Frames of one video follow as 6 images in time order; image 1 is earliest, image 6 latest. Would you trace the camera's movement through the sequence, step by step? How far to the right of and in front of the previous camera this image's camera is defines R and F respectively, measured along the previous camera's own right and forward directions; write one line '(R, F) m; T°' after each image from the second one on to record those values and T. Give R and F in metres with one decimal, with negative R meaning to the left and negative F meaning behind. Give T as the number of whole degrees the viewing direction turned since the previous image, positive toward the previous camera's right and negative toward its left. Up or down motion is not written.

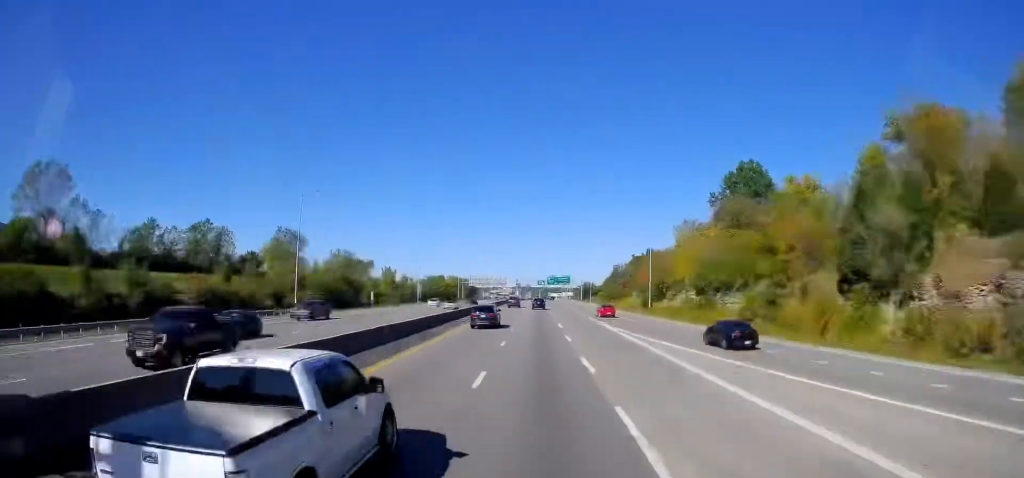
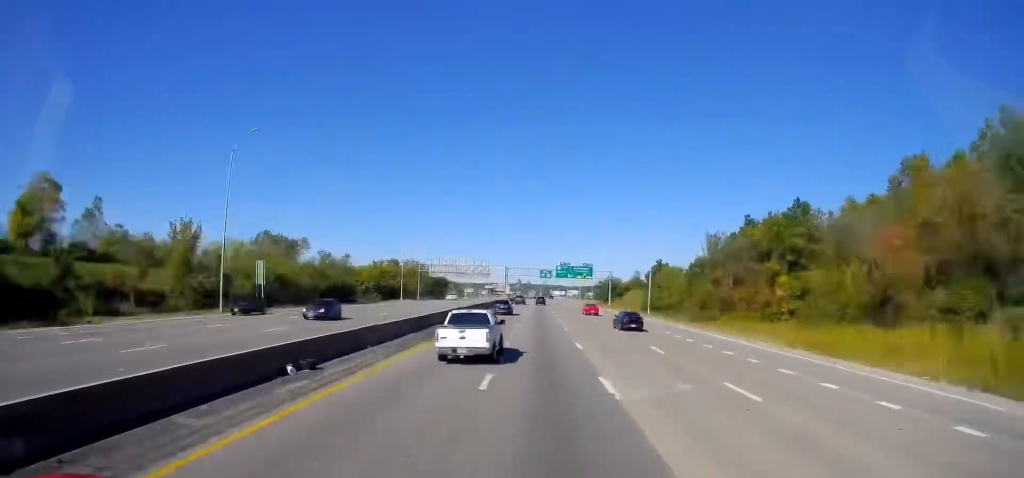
(+1.8, +96.4) m; +1°
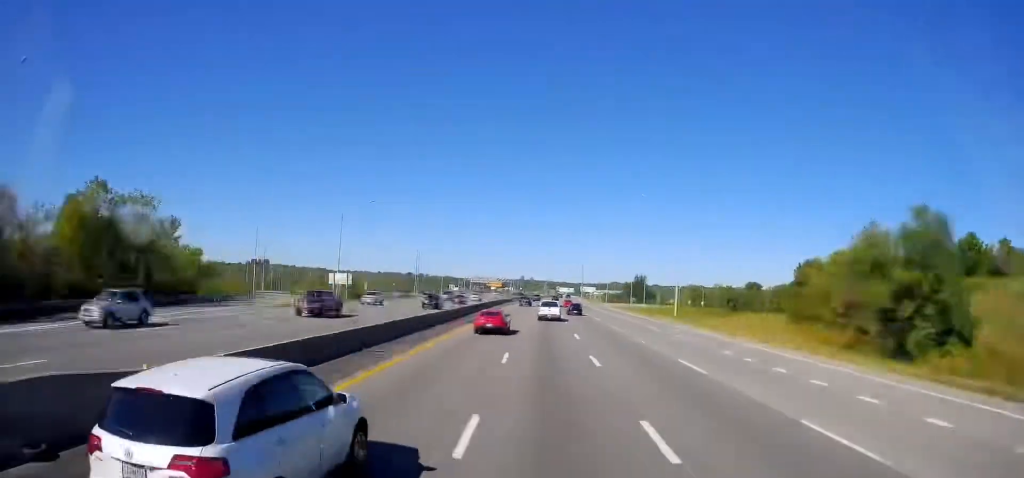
(+0.9, +179.3) m; +1°
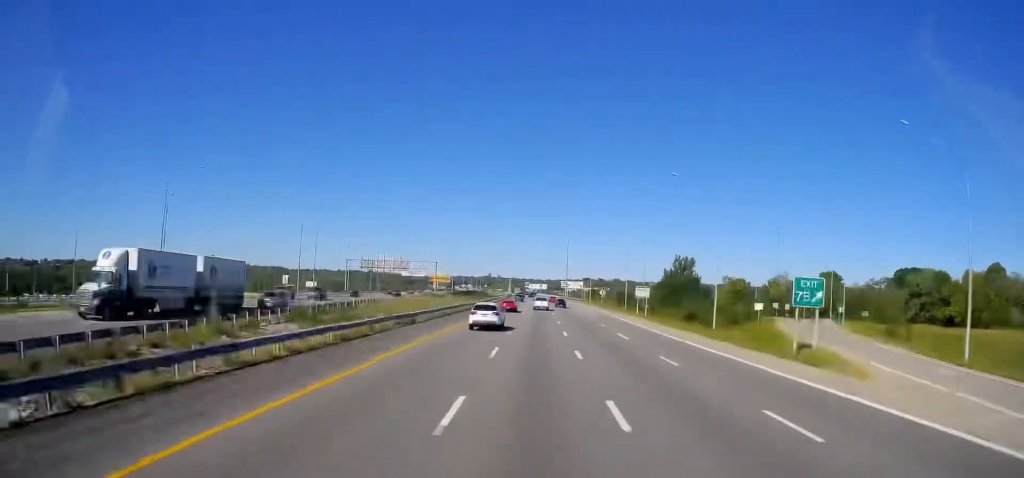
(+2.1, +130.9) m; +4°
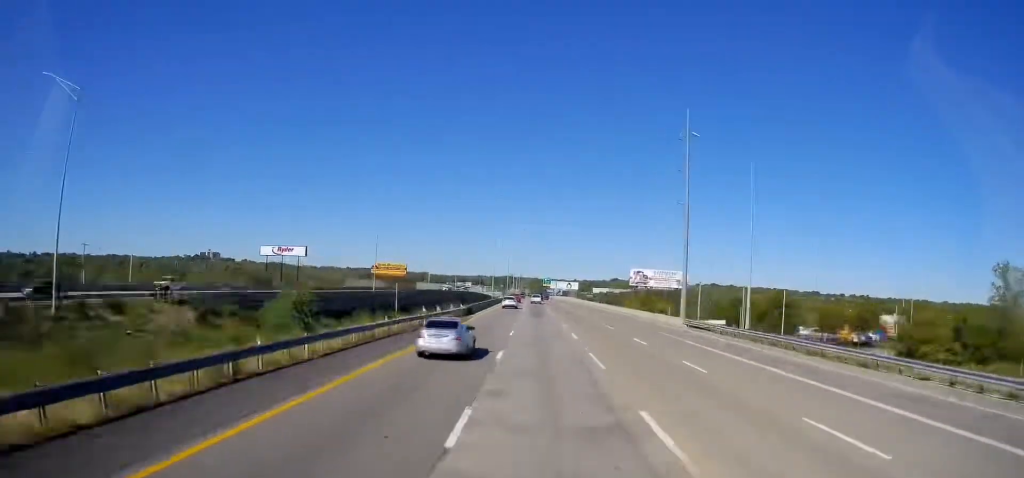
(-4.7, +187.8) m; -4°
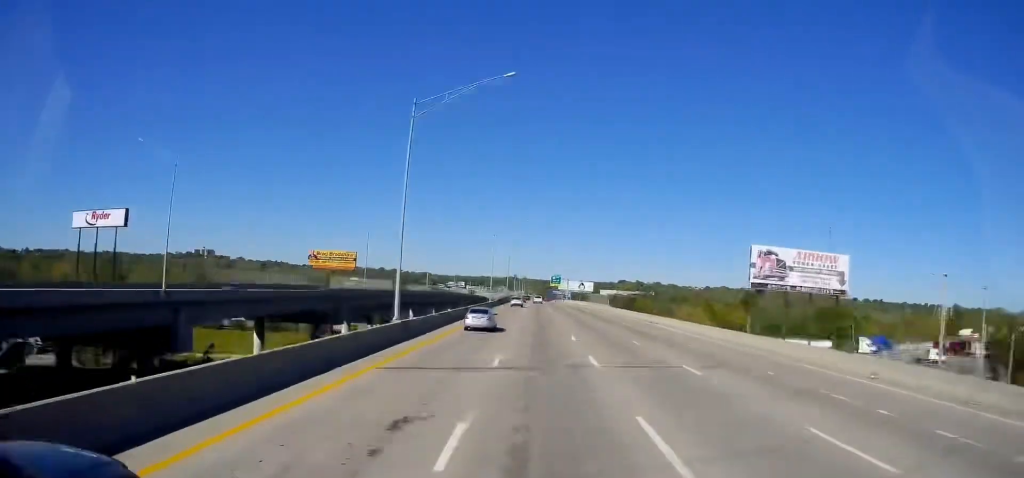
(0.0, +83.7) m; +3°
